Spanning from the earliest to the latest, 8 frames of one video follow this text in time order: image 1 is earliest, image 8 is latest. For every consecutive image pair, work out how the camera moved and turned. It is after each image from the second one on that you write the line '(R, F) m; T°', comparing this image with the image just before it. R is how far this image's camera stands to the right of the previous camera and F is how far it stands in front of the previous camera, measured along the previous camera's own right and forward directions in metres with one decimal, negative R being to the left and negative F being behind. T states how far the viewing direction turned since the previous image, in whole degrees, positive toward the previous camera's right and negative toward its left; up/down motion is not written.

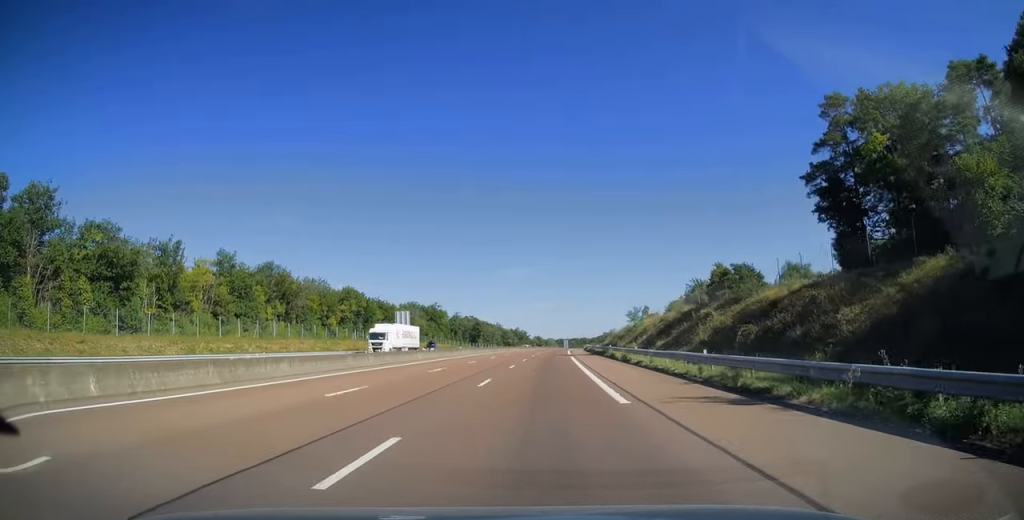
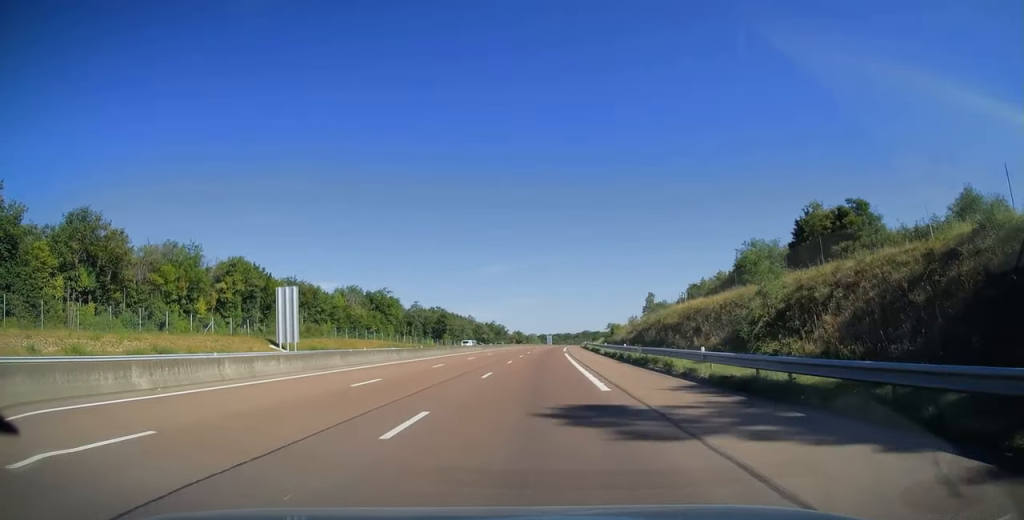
(+1.5, +49.3) m; +2°
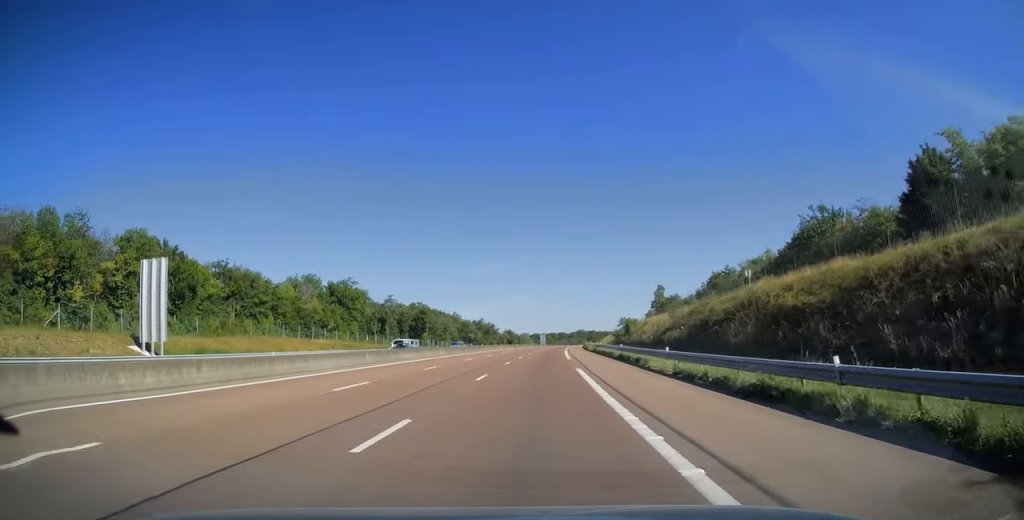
(+0.1, +26.9) m; 0°
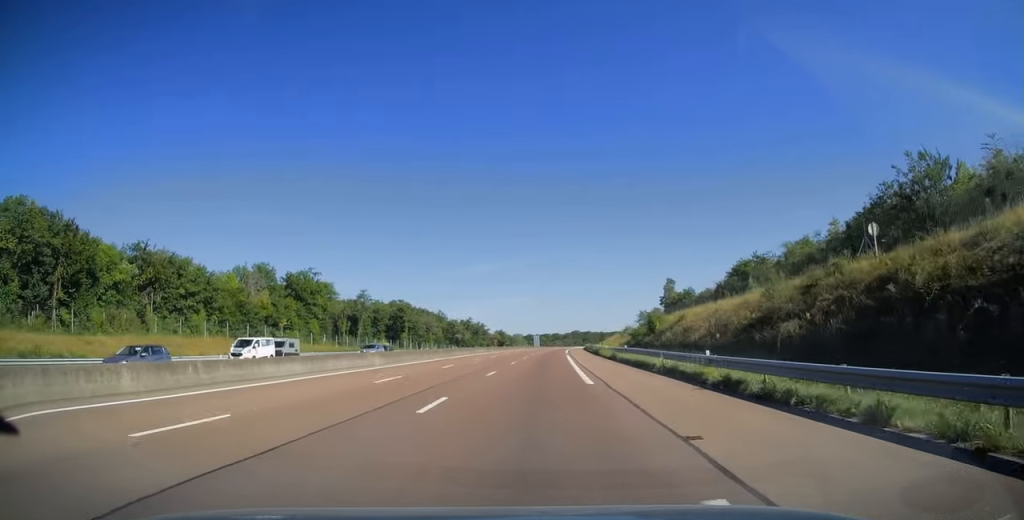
(0.0, +21.9) m; +1°
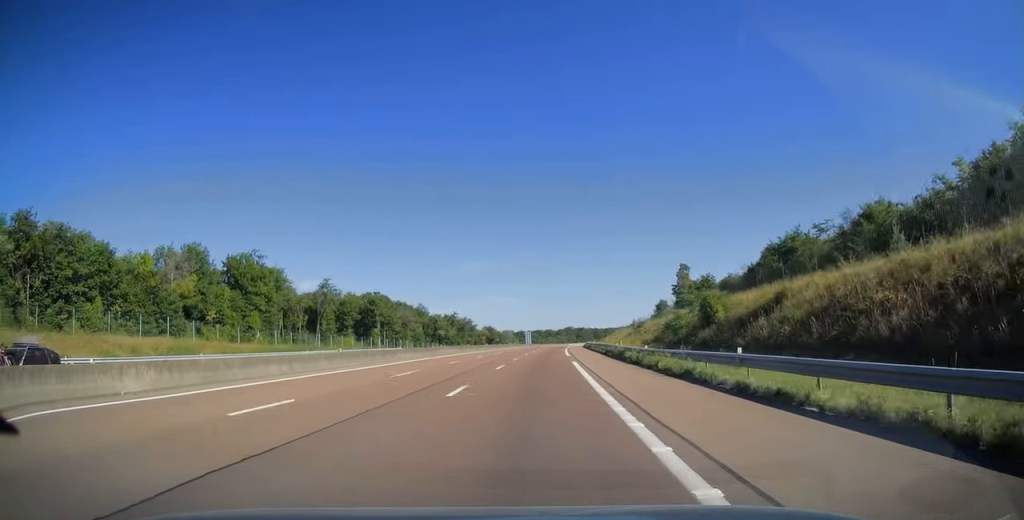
(+0.3, +22.9) m; +1°
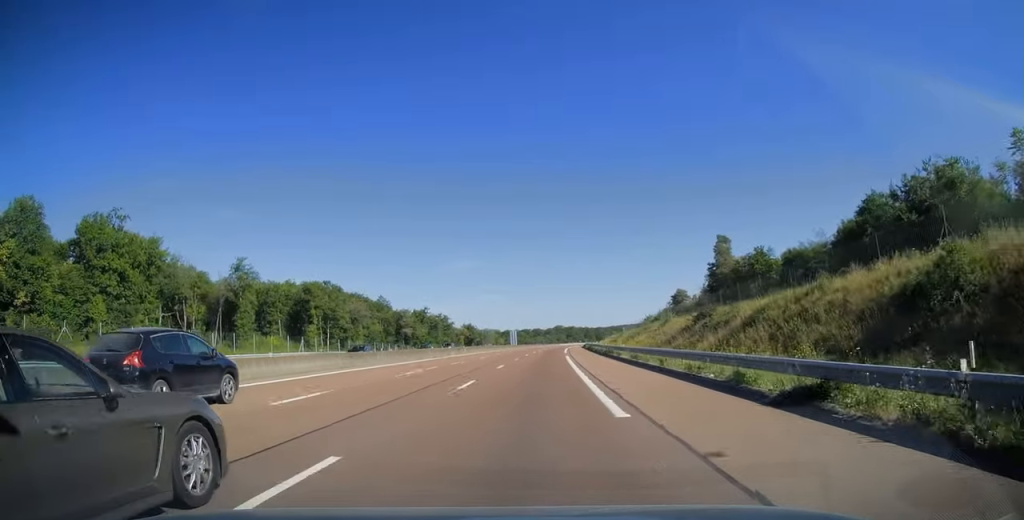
(+0.3, +36.6) m; +1°
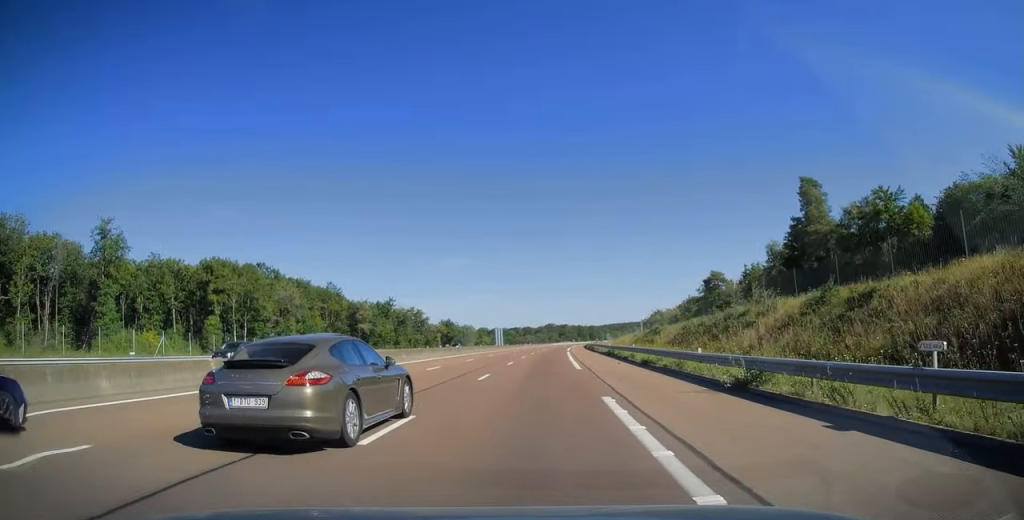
(+0.4, +35.1) m; +1°
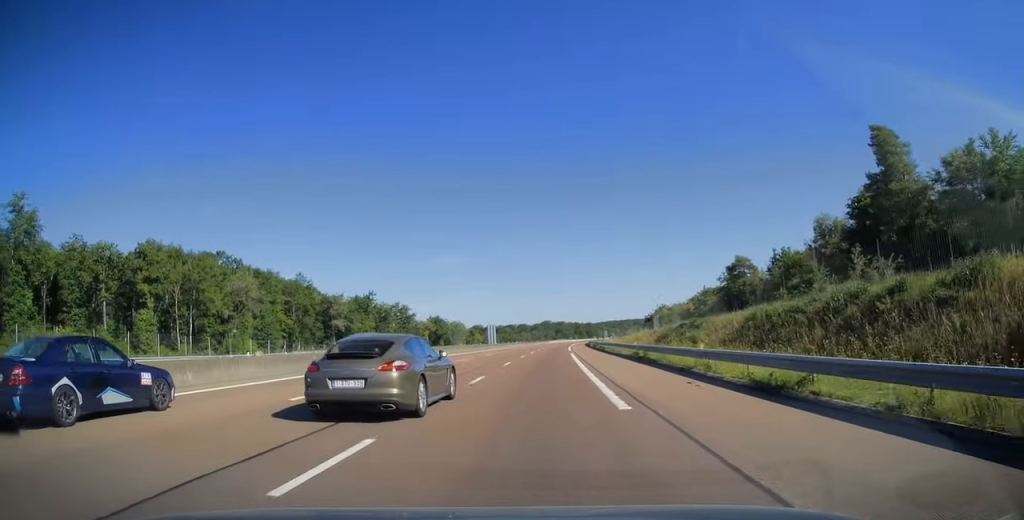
(0.0, +15.8) m; 0°
